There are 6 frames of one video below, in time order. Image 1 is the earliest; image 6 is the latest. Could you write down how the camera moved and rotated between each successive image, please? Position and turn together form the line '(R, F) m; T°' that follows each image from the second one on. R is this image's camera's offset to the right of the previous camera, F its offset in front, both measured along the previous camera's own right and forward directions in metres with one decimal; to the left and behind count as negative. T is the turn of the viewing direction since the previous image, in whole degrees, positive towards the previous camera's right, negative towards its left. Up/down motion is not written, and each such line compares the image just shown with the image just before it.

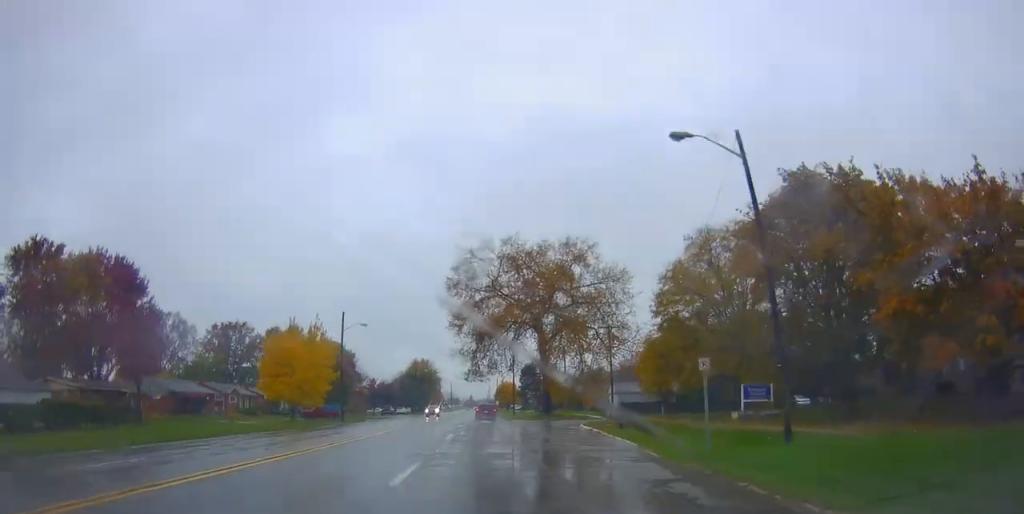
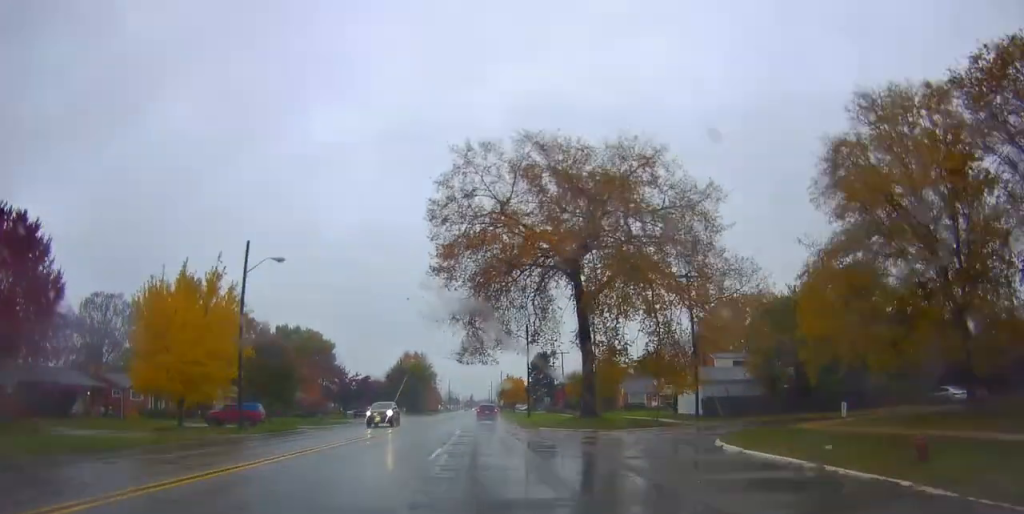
(-0.2, +25.4) m; +2°
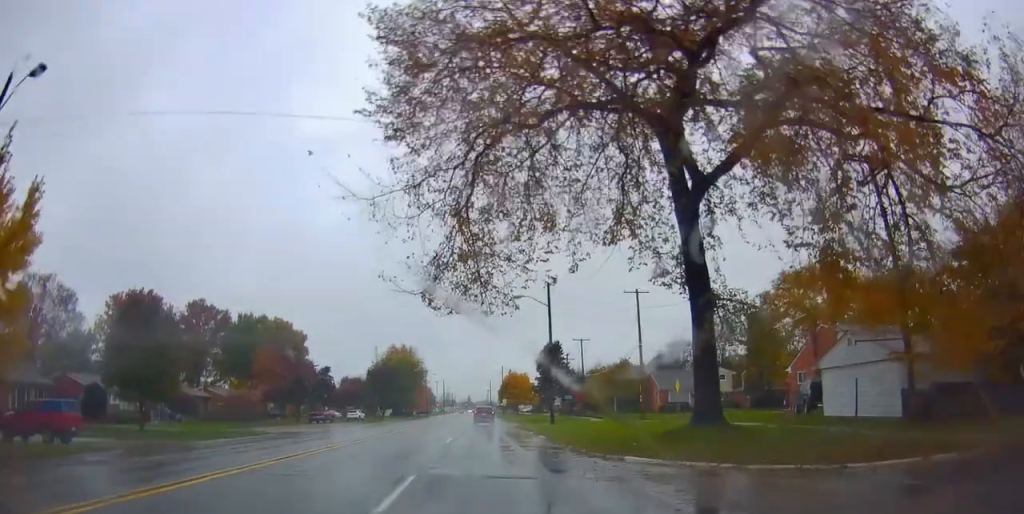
(+0.6, +22.4) m; -1°
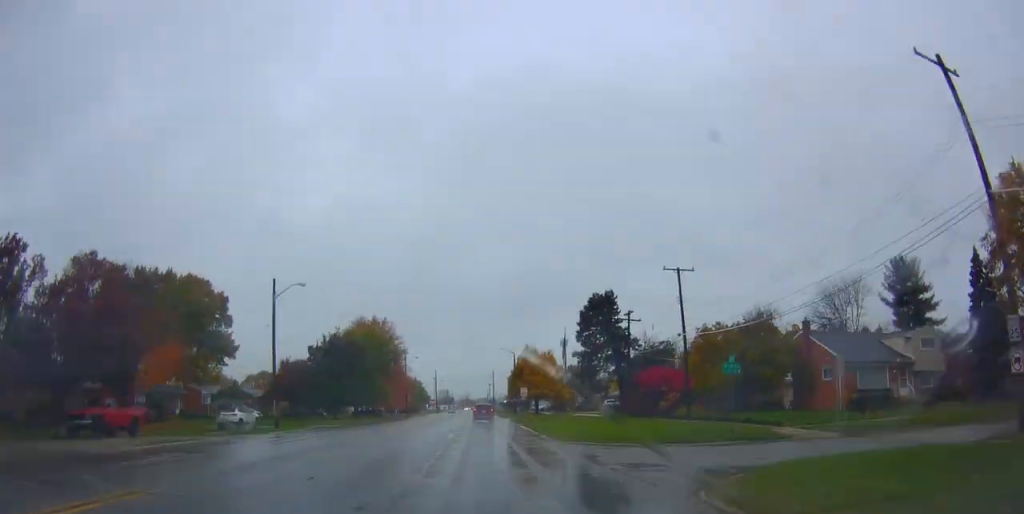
(-0.2, +41.3) m; 0°
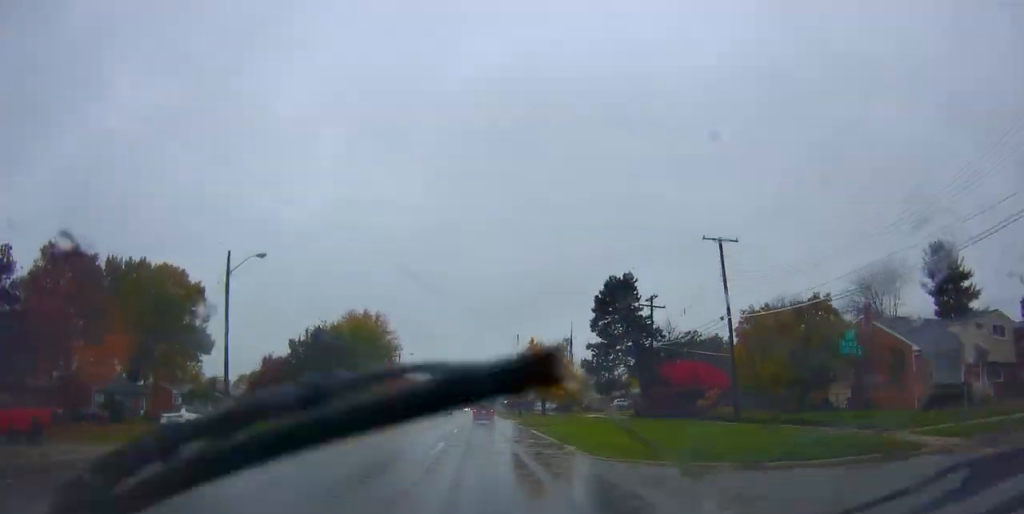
(-0.5, +8.0) m; 0°
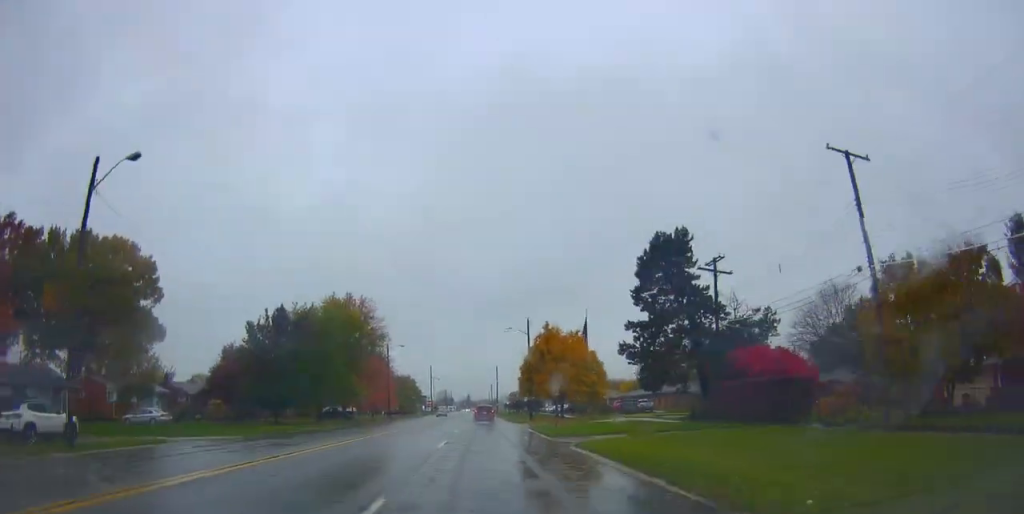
(+0.1, +14.1) m; 0°
